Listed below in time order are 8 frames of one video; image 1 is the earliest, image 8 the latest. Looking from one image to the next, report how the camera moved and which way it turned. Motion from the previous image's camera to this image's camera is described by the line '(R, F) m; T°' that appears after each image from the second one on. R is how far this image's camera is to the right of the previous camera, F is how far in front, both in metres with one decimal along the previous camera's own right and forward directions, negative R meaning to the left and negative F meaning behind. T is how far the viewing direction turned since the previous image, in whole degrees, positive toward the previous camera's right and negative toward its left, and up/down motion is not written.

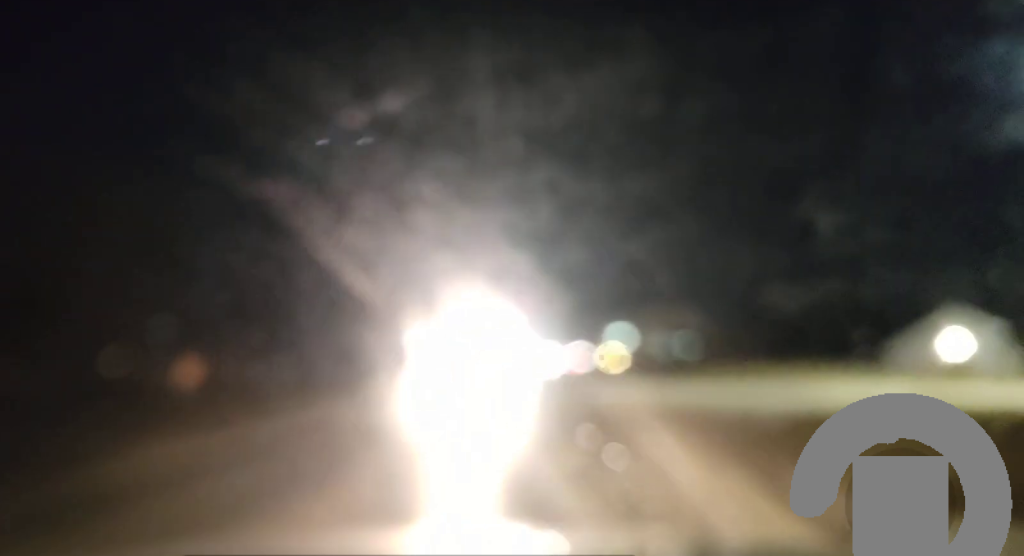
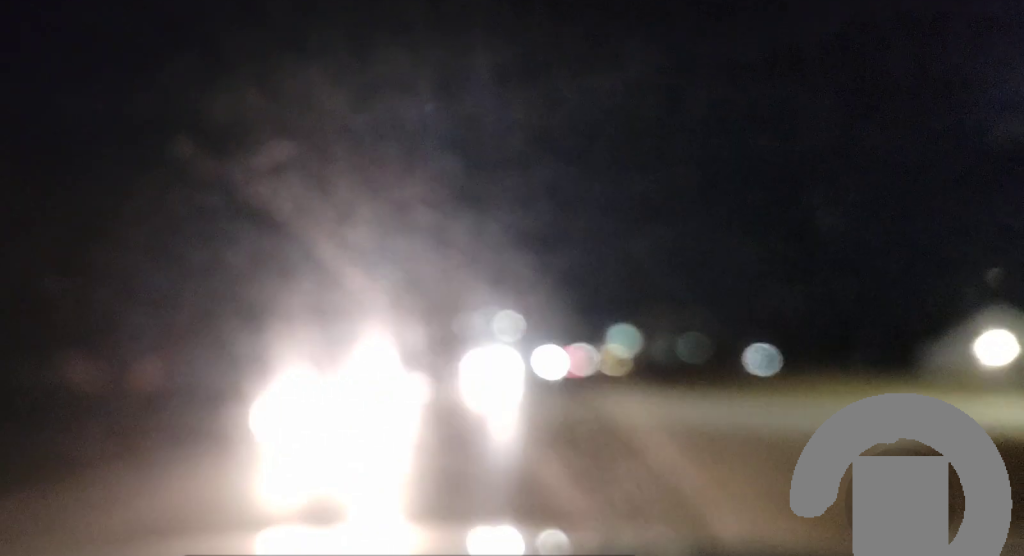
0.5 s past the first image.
(0.0, +8.1) m; 0°
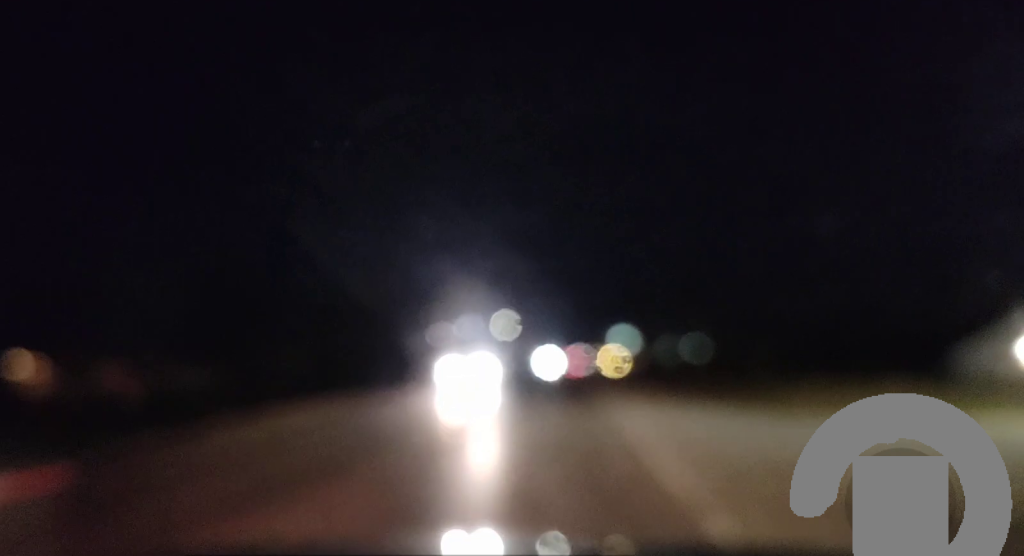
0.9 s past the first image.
(0.0, +6.3) m; 0°
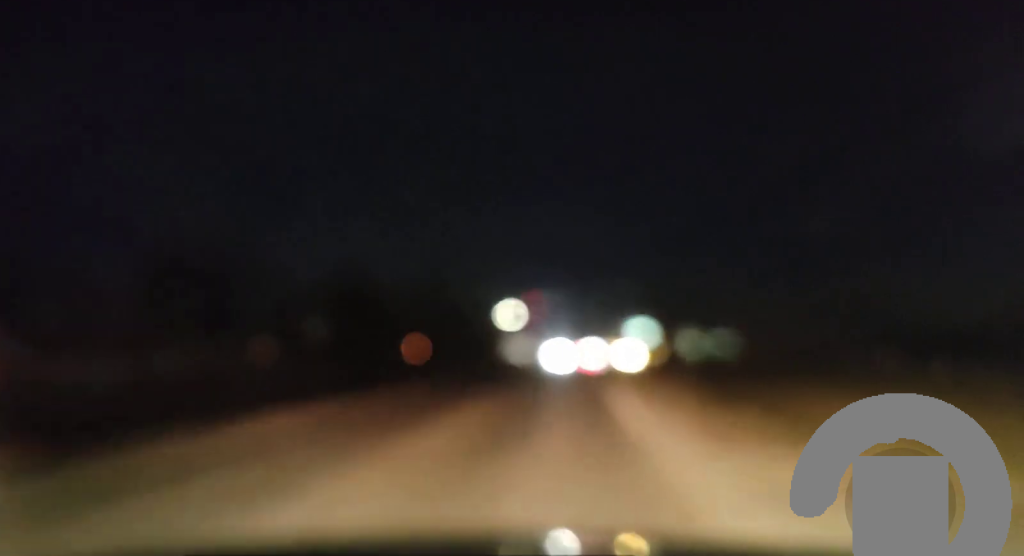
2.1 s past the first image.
(+0.1, +20.6) m; 0°
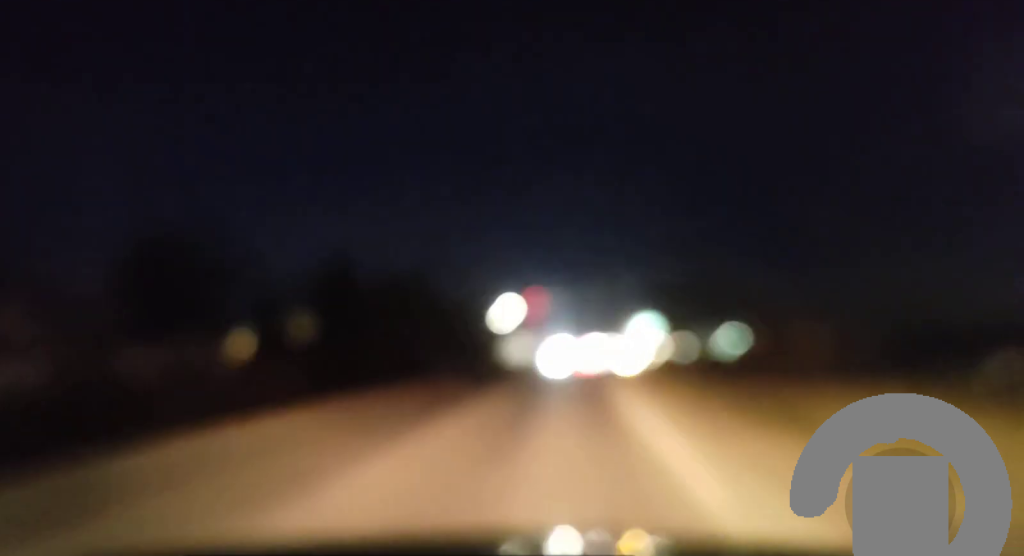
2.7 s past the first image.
(0.0, +9.8) m; -1°
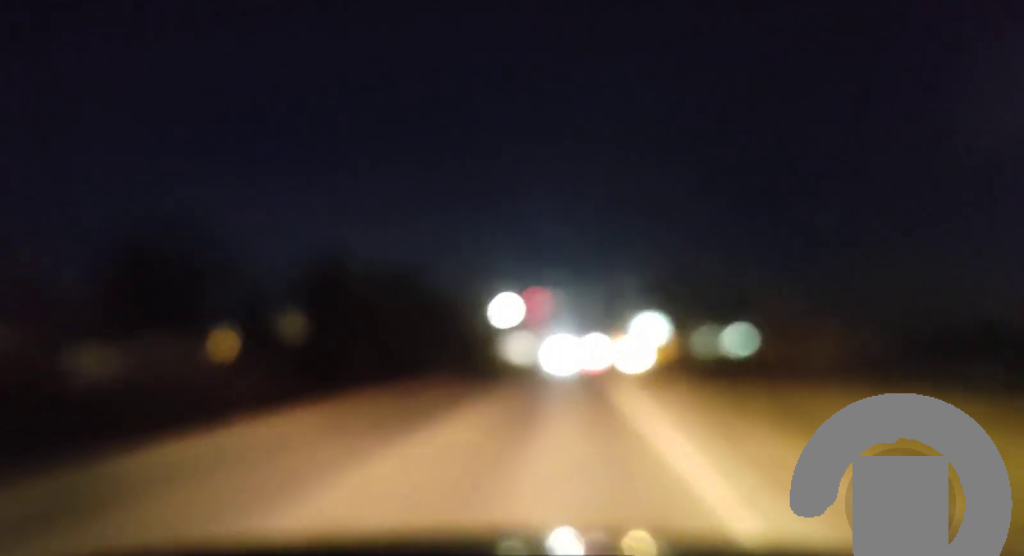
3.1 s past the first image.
(-0.1, +7.2) m; 0°
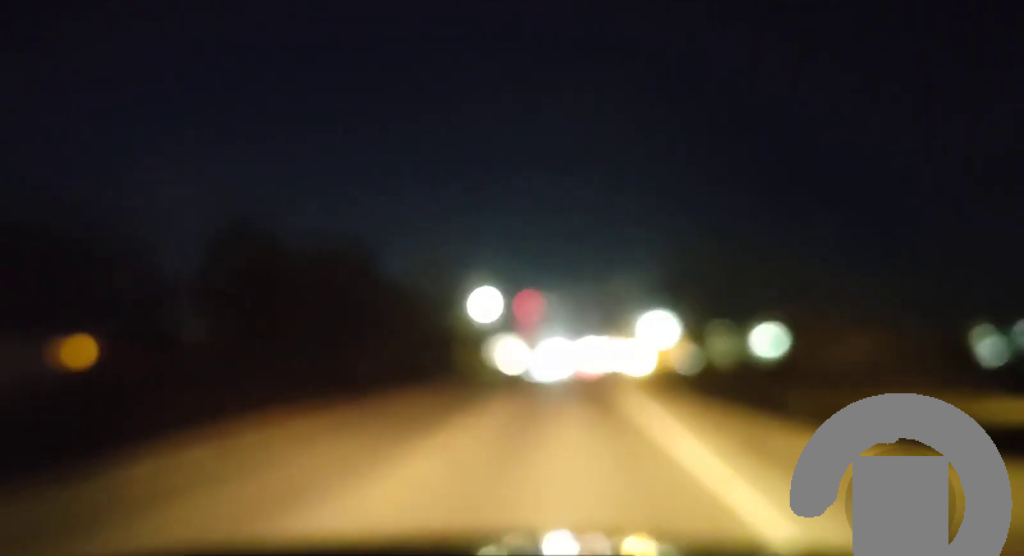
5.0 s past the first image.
(+0.1, +31.6) m; 0°
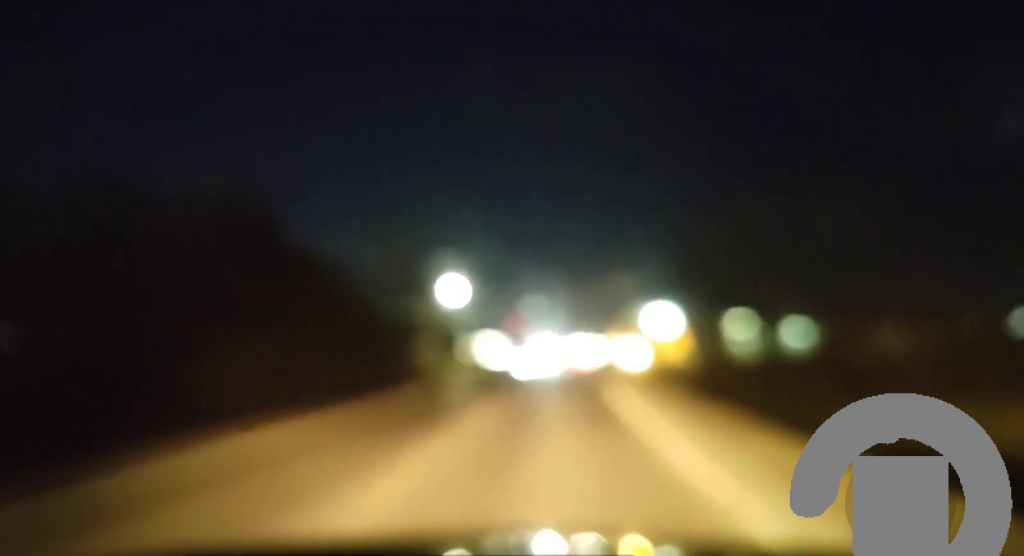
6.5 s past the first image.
(0.0, +24.6) m; 0°
